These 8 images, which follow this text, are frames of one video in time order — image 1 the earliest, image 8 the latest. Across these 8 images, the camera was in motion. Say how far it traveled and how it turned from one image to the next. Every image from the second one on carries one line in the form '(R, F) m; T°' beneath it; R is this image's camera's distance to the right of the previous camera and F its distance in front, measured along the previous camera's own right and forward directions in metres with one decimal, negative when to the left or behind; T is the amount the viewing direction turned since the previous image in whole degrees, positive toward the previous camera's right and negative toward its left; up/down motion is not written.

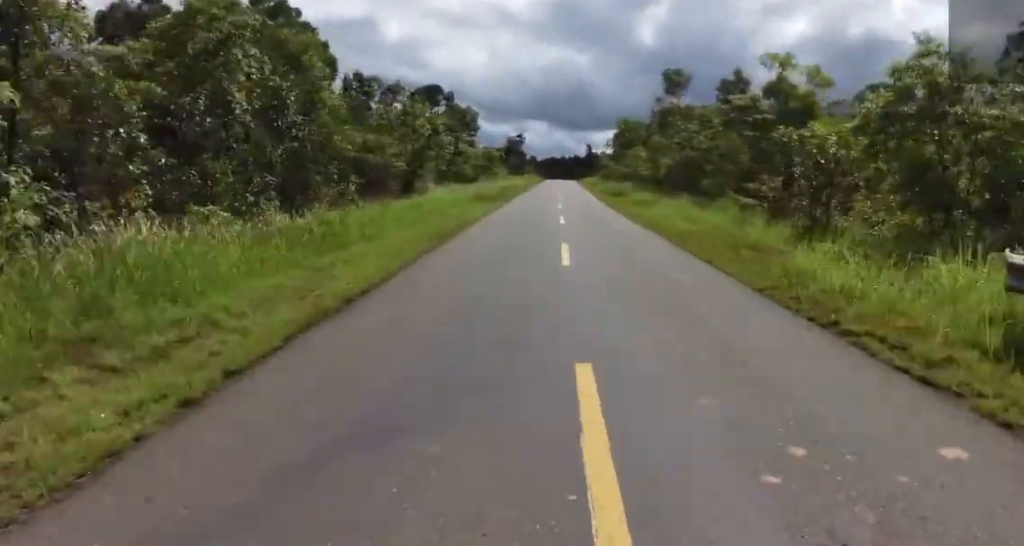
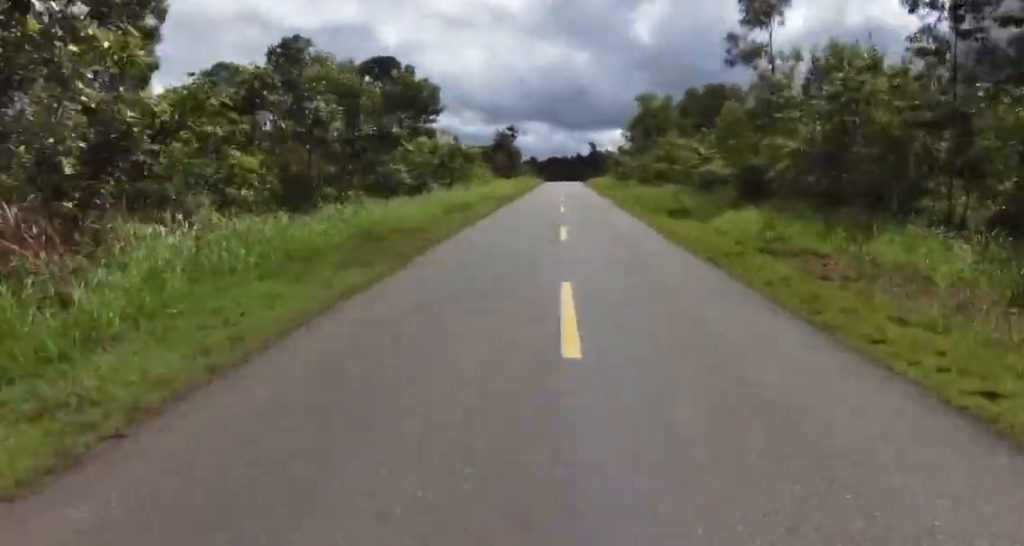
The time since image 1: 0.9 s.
(-0.2, +21.6) m; -2°
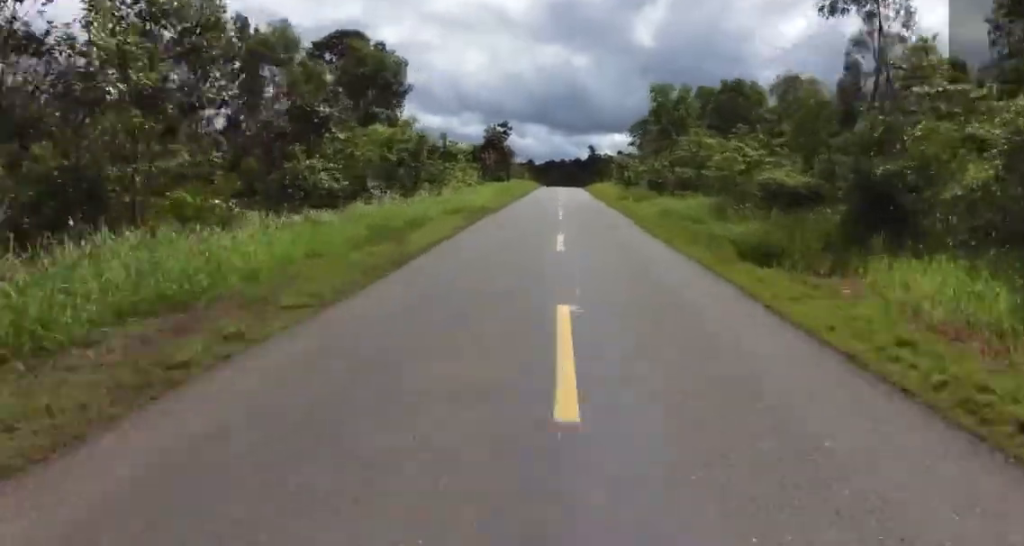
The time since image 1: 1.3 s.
(-0.2, +9.7) m; -1°
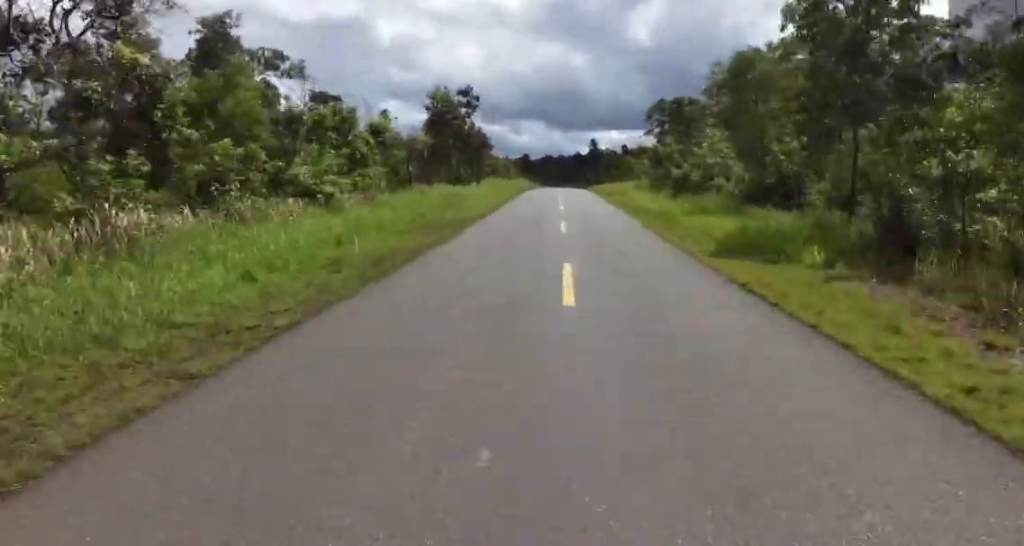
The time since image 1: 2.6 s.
(-0.1, +30.8) m; +1°
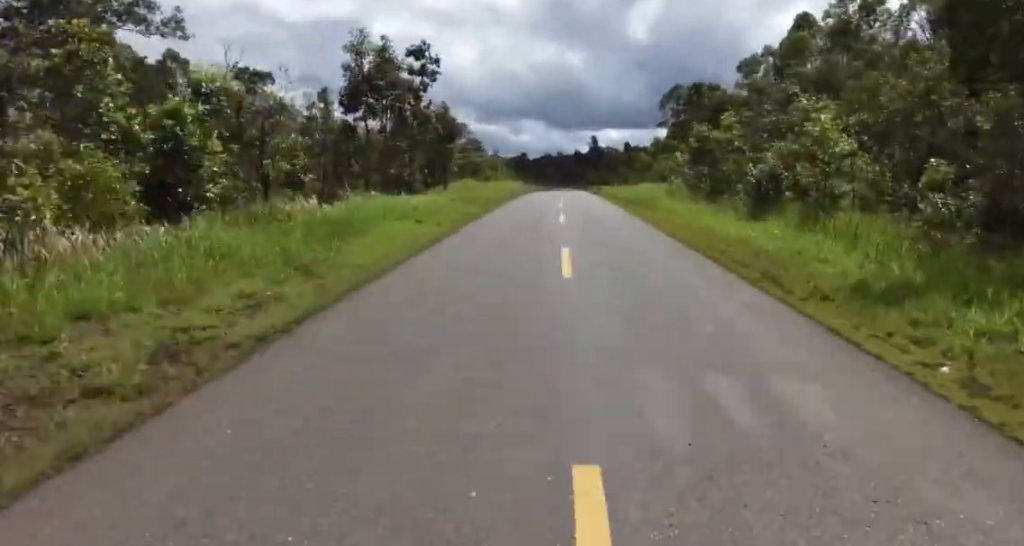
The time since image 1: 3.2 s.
(+0.4, +15.2) m; +1°
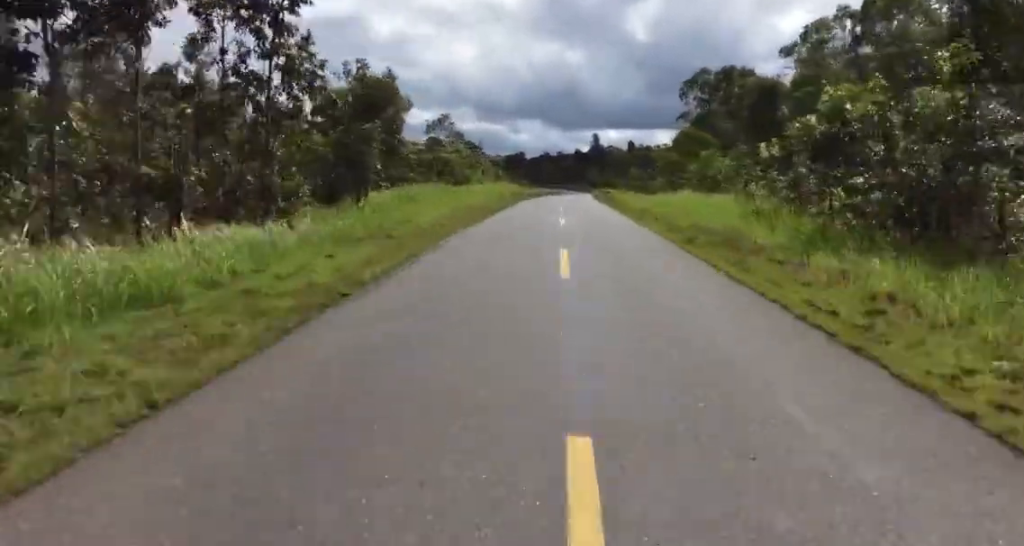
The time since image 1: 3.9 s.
(+0.1, +15.7) m; +1°
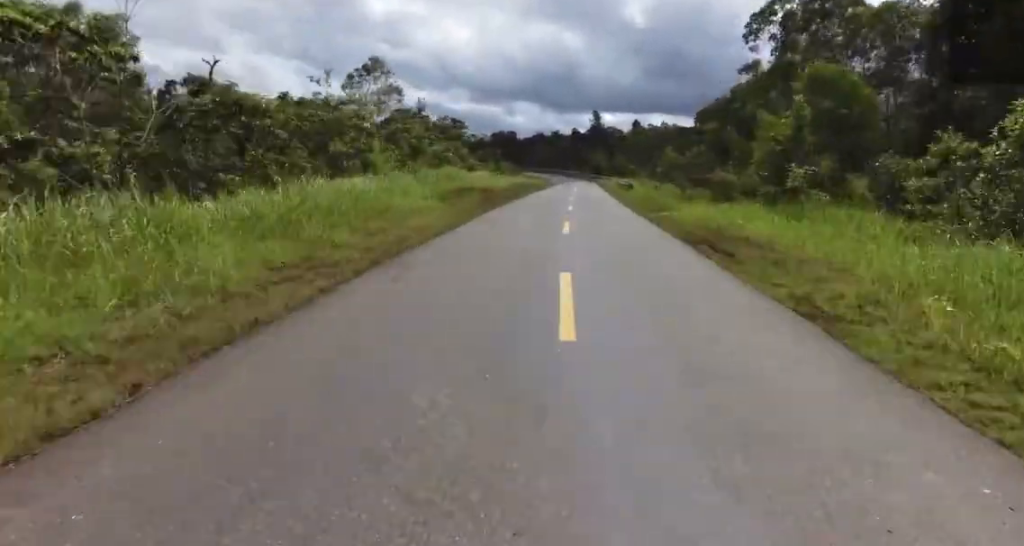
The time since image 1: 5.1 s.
(0.0, +27.7) m; 0°
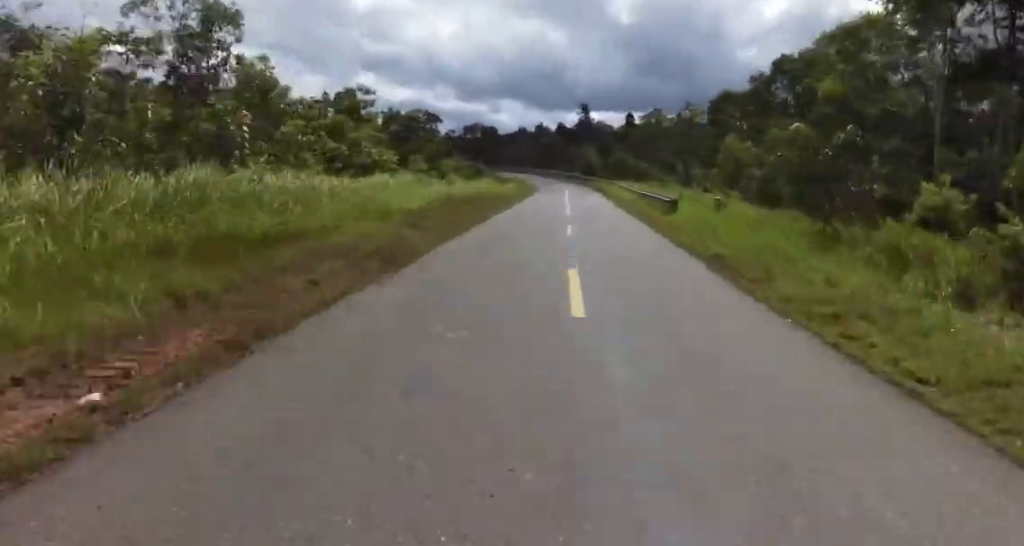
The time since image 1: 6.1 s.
(0.0, +21.7) m; 0°
